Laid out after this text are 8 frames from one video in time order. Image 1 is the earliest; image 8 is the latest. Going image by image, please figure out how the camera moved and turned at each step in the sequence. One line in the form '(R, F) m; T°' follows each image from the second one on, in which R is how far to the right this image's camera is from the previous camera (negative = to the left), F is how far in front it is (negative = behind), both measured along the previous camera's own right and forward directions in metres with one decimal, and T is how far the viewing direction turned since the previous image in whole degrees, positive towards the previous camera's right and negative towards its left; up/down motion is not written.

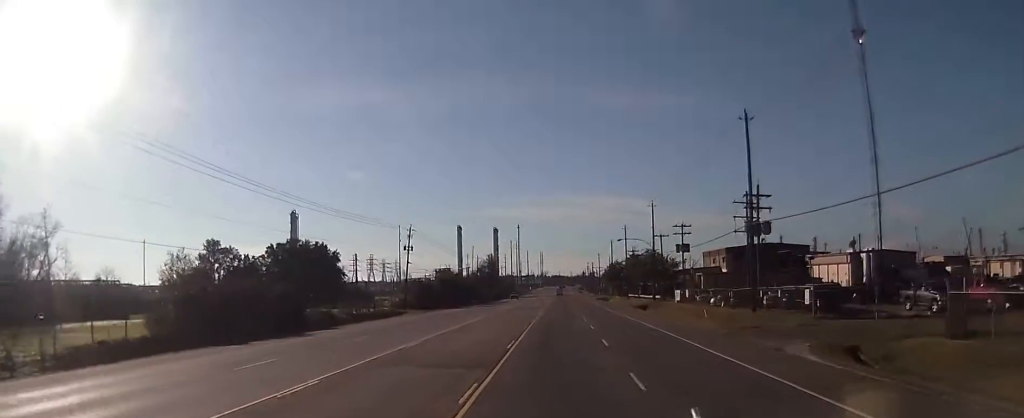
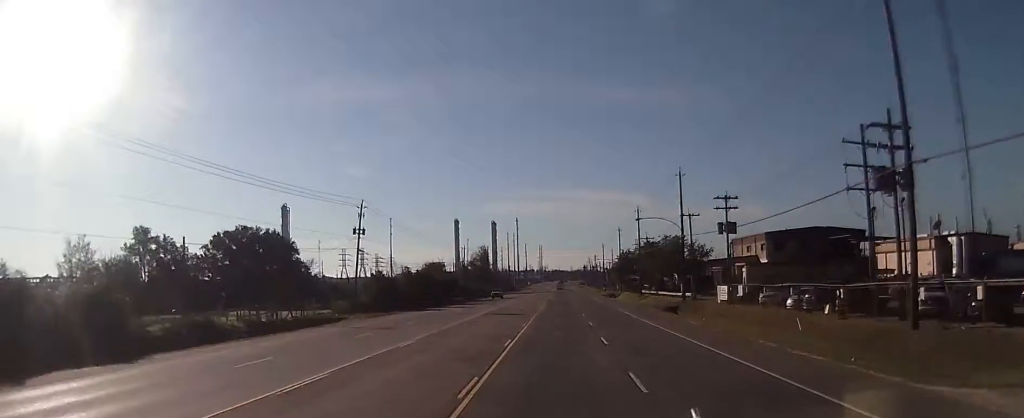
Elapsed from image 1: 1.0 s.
(-0.3, +24.2) m; -1°
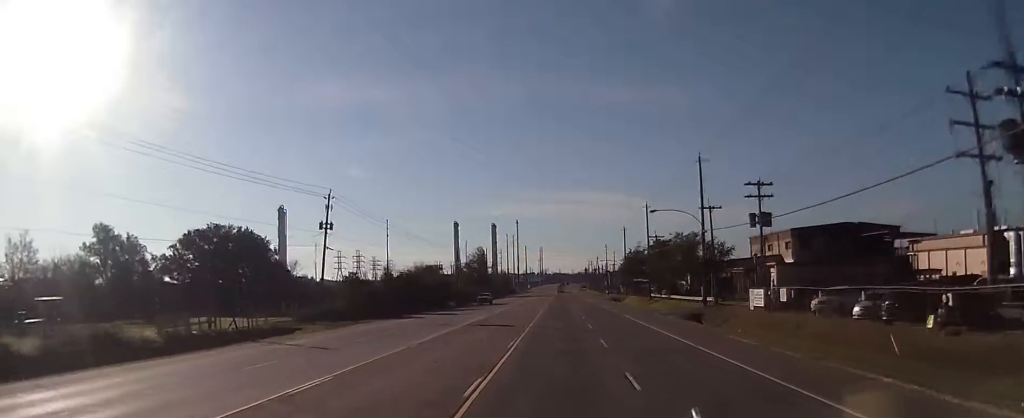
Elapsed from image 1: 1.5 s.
(-0.2, +11.0) m; 0°
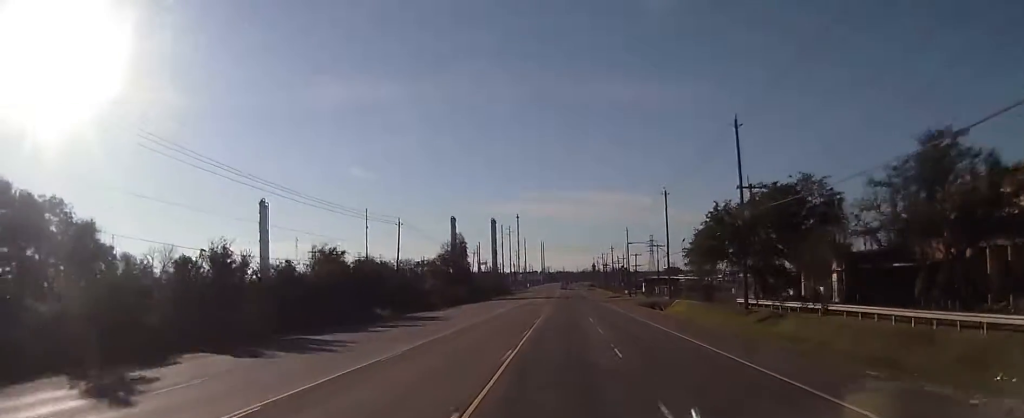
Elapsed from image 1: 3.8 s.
(+0.7, +54.5) m; 0°
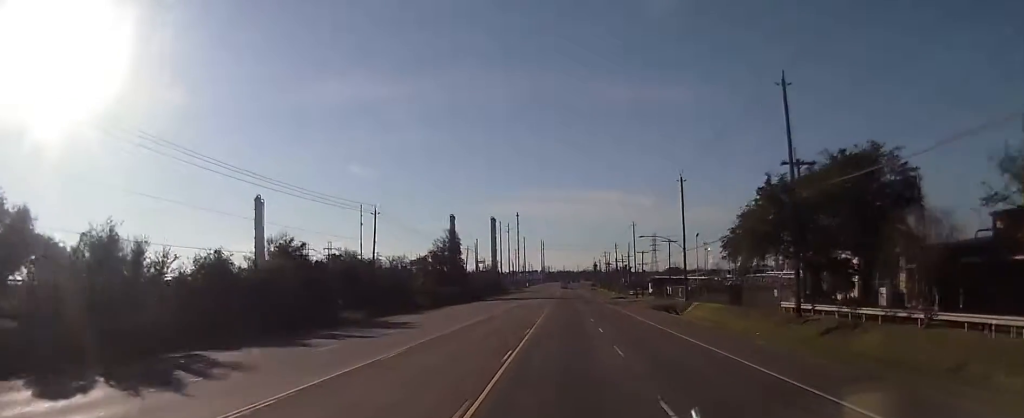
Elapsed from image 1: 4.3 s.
(-0.2, +11.9) m; 0°
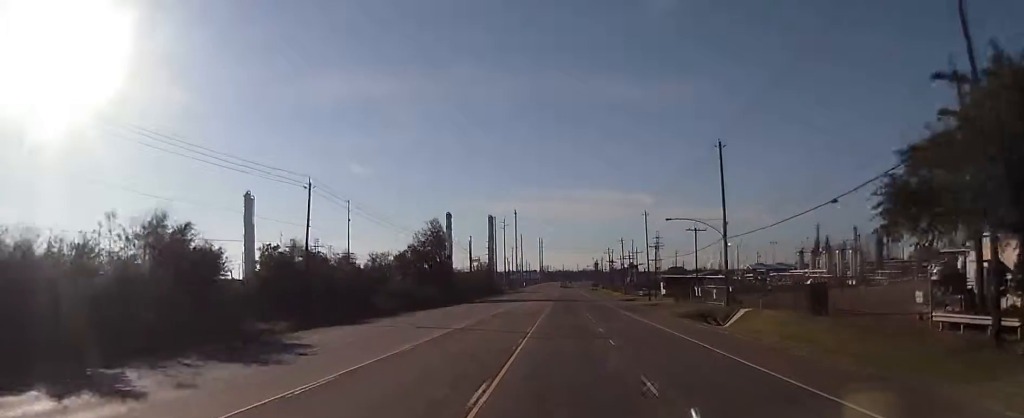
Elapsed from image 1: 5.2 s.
(+0.3, +20.7) m; +1°
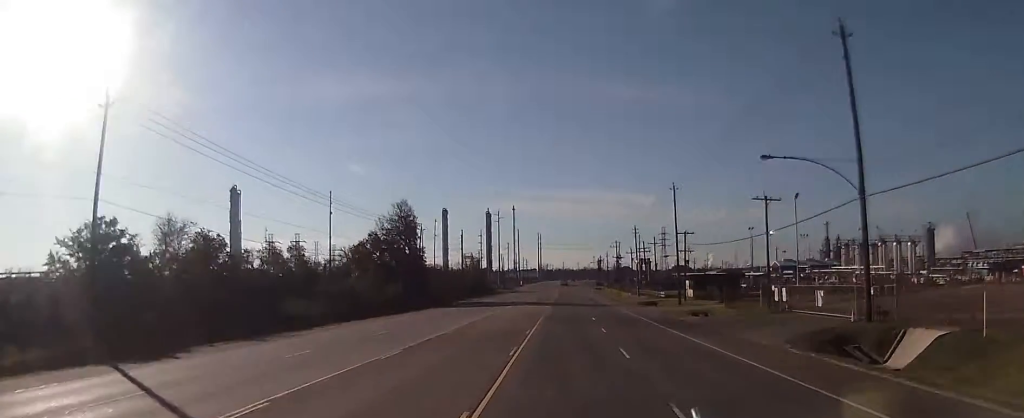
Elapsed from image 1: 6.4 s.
(+0.1, +28.5) m; 0°
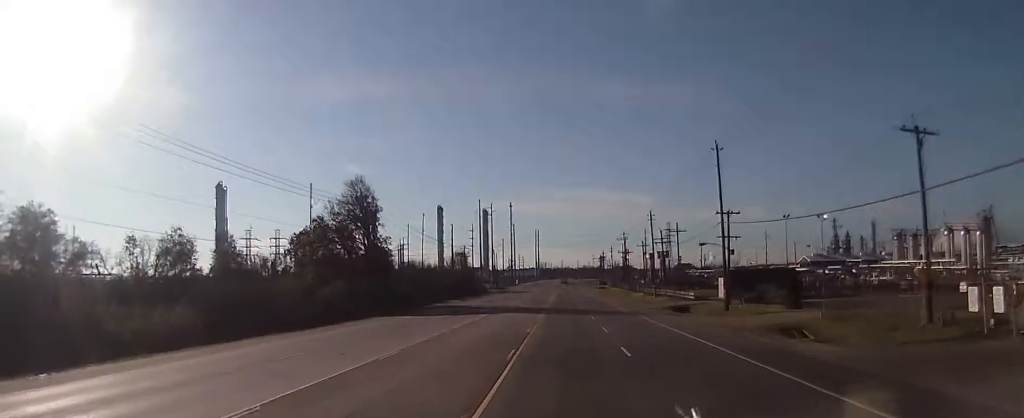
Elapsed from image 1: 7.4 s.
(0.0, +24.5) m; -1°
